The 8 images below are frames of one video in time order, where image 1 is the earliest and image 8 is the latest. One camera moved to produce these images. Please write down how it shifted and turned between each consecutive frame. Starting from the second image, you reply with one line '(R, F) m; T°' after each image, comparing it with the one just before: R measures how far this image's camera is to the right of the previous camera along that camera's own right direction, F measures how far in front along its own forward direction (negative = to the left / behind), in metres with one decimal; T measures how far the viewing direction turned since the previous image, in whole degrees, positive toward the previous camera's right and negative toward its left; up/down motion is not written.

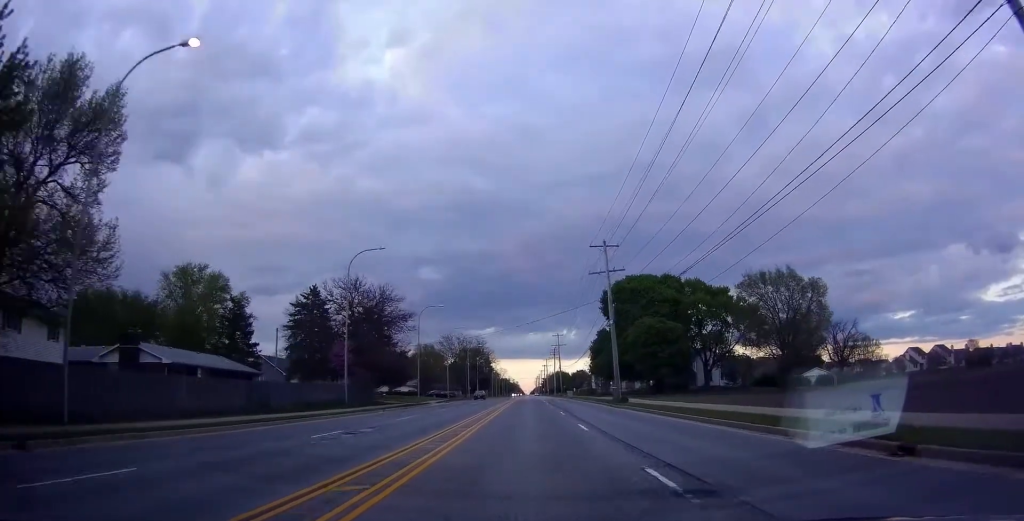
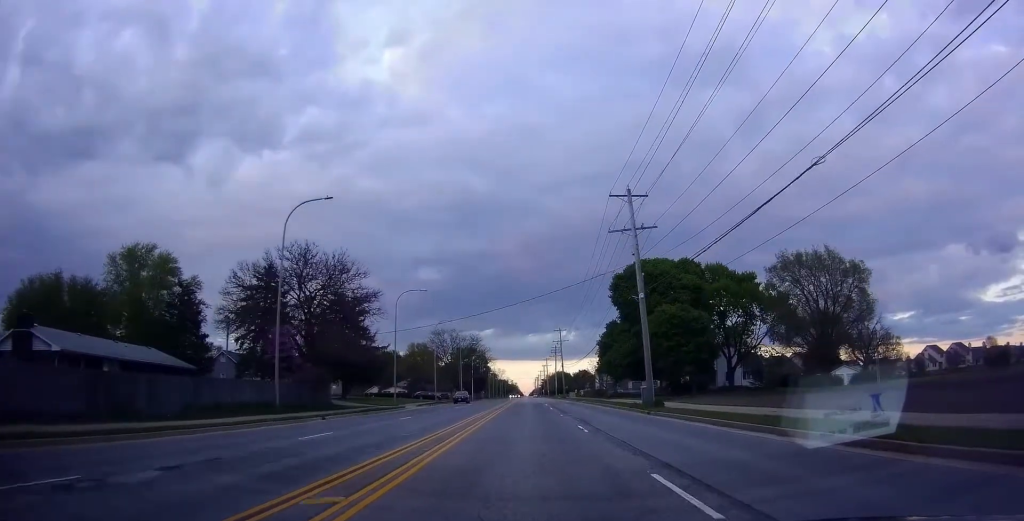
(0.0, +13.0) m; 0°
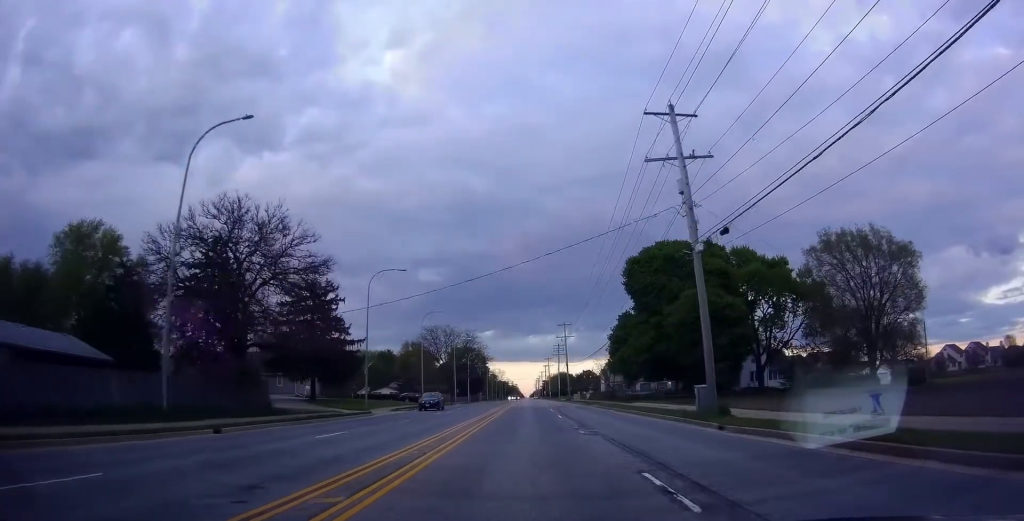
(0.0, +11.9) m; 0°
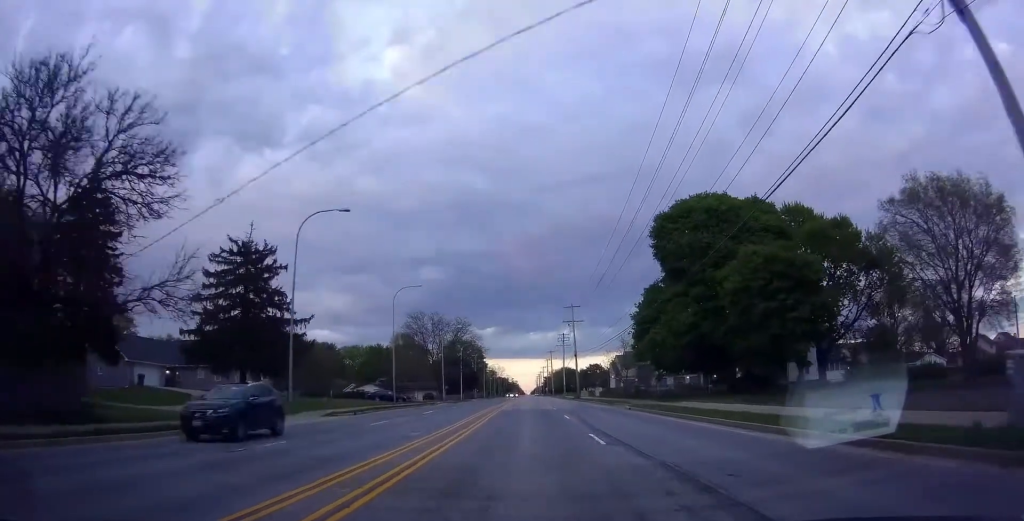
(0.0, +17.8) m; 0°
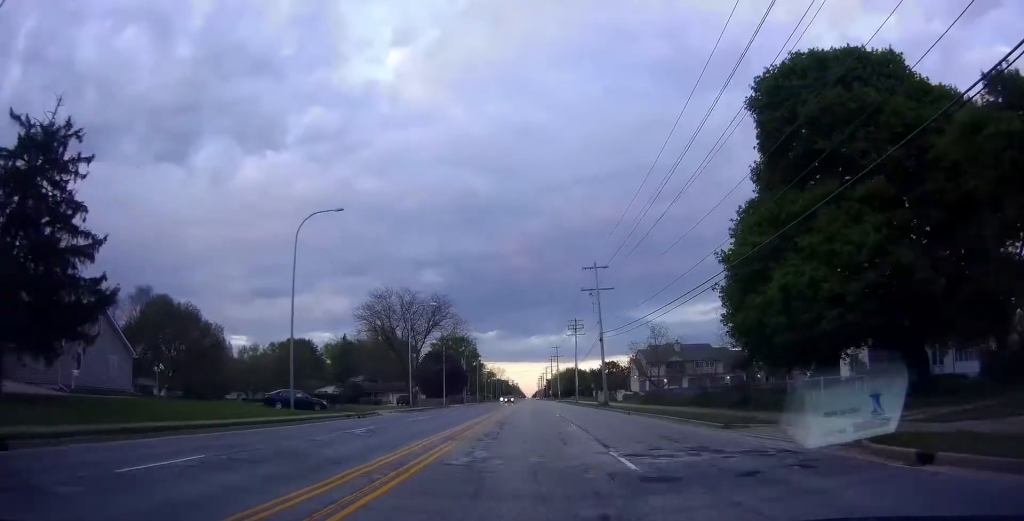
(0.0, +29.0) m; 0°
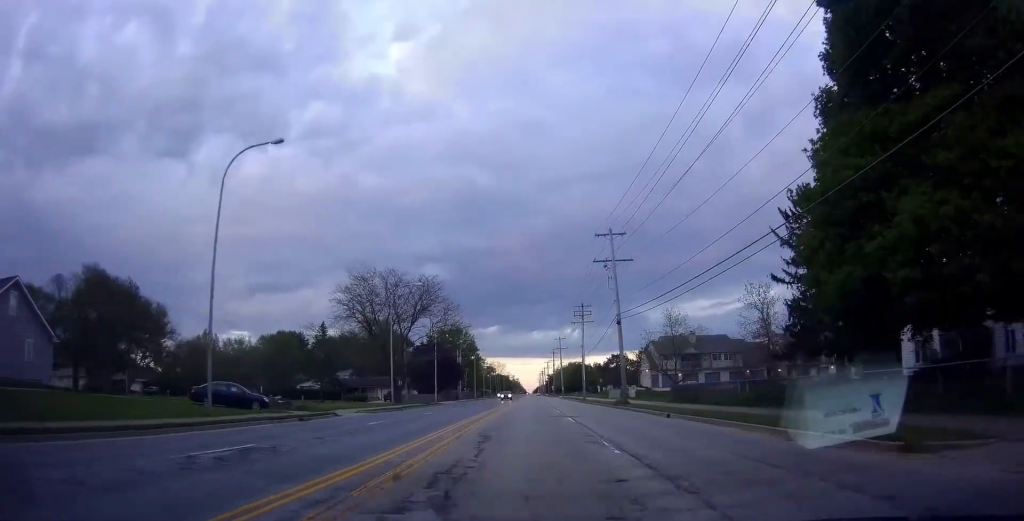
(0.0, +9.5) m; 0°
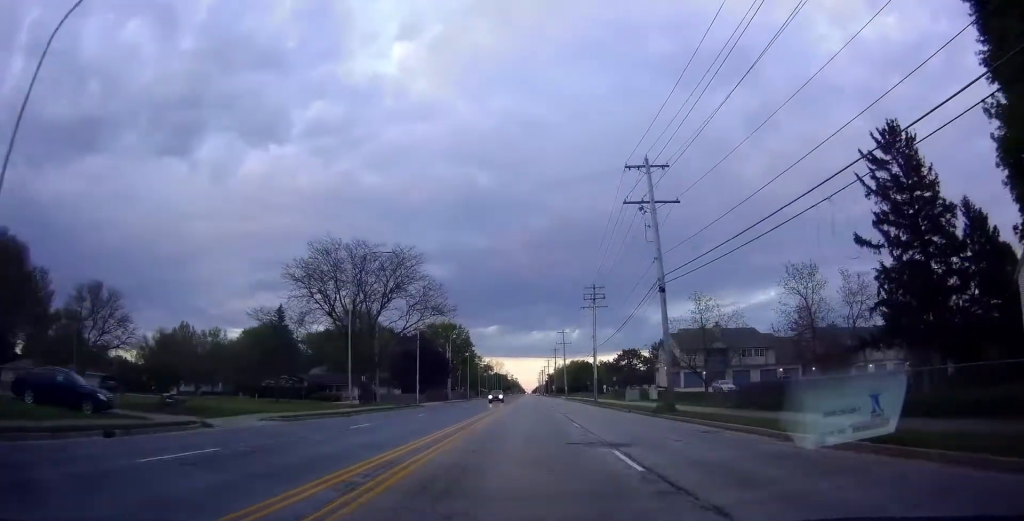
(0.0, +14.8) m; 0°
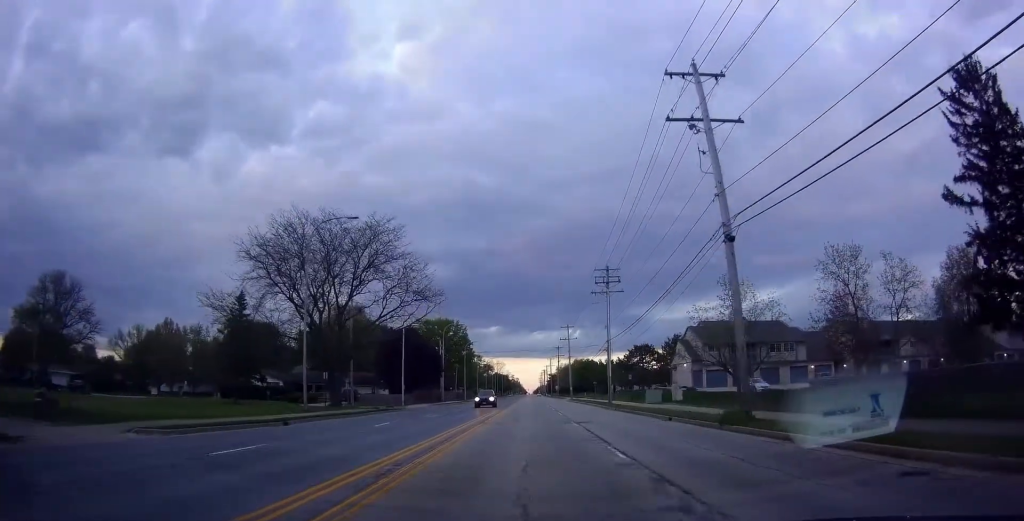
(0.0, +10.1) m; 0°
